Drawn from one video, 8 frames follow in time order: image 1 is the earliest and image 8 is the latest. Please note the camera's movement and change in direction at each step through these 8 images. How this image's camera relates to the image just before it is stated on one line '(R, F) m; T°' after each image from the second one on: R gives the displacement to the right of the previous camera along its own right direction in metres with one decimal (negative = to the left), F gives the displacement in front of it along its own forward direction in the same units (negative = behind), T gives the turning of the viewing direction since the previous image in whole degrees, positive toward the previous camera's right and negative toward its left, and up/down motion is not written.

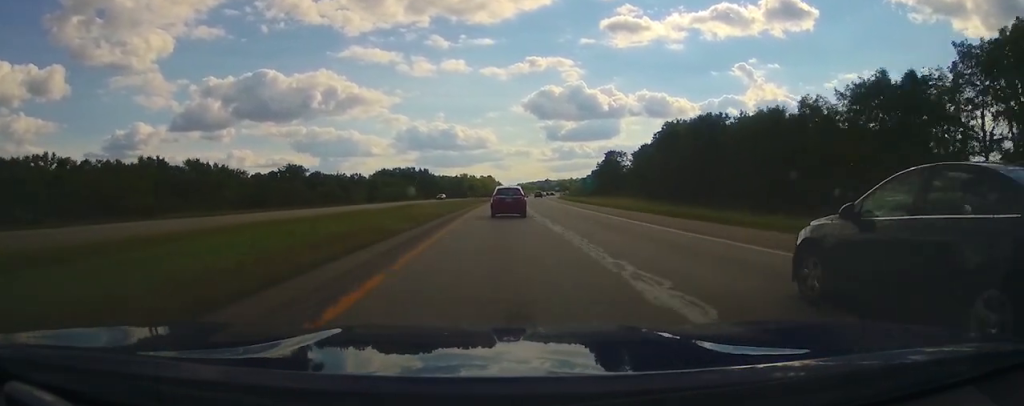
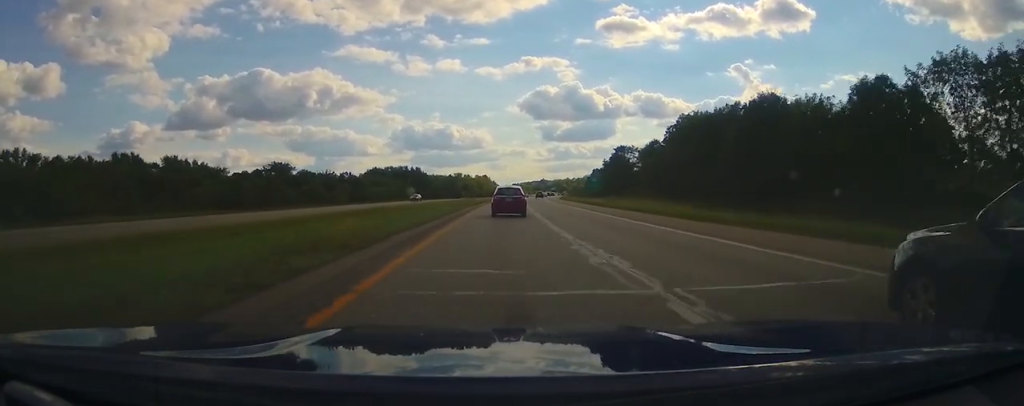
(-0.2, +14.5) m; +1°
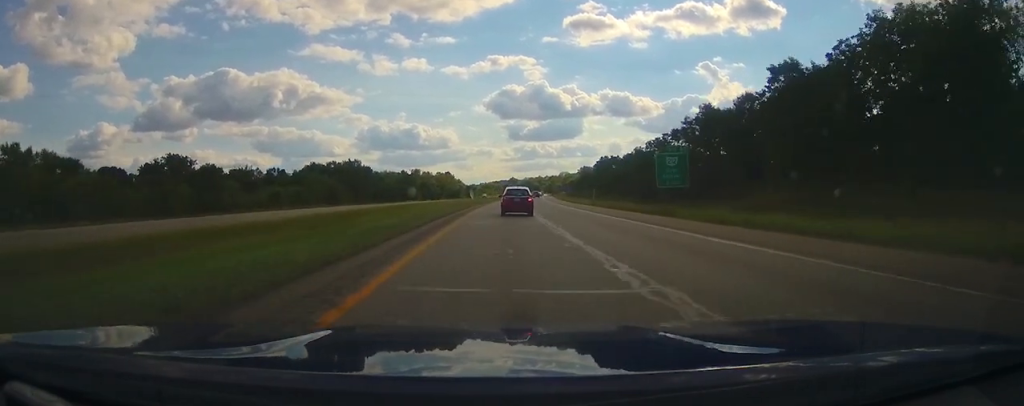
(+2.8, +74.1) m; +3°
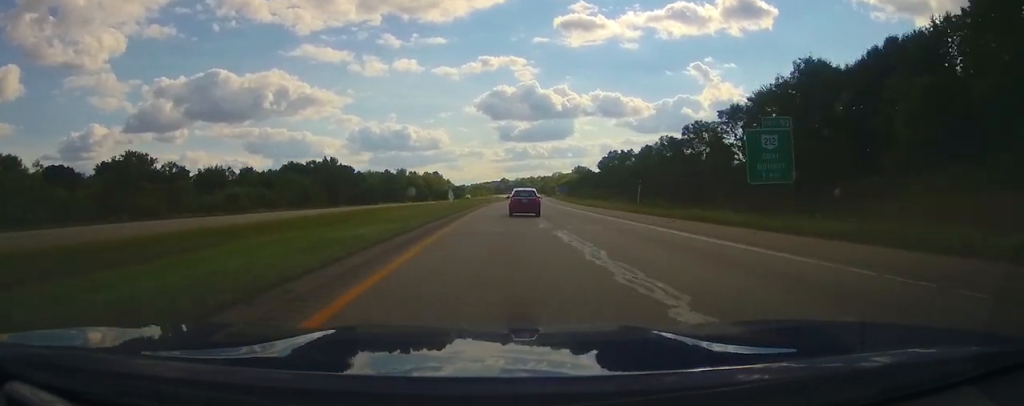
(+0.1, +22.7) m; +1°
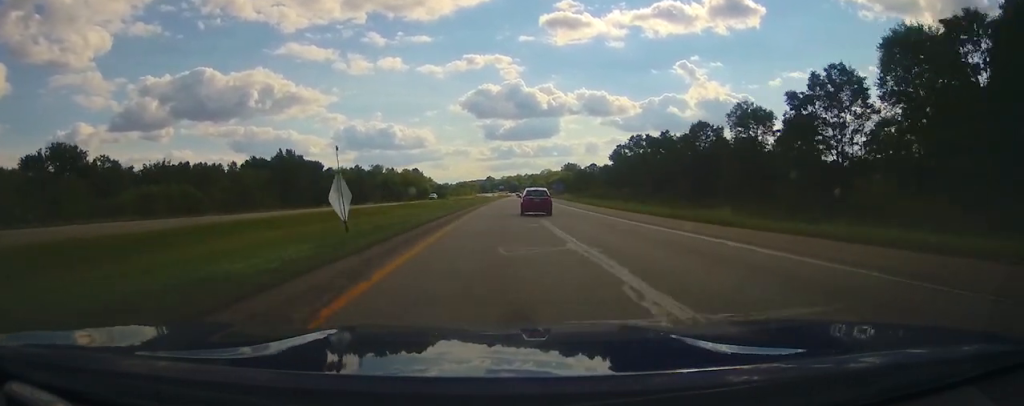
(+0.7, +33.4) m; +2°
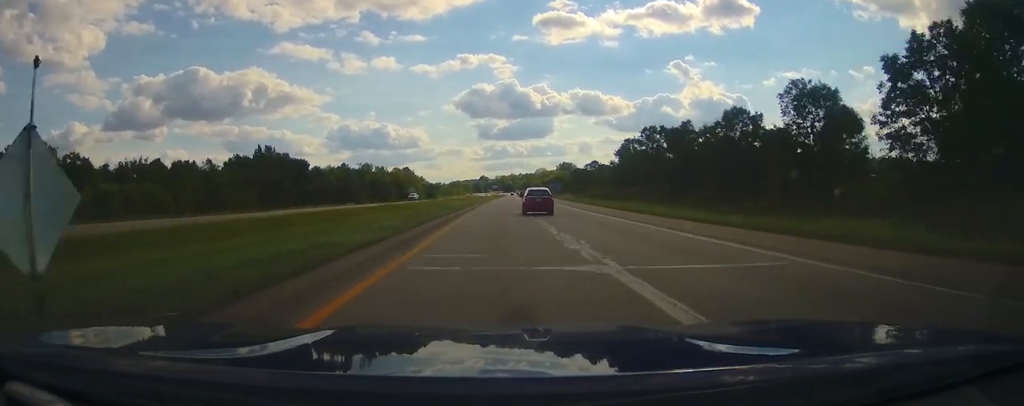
(+0.1, +12.5) m; +1°
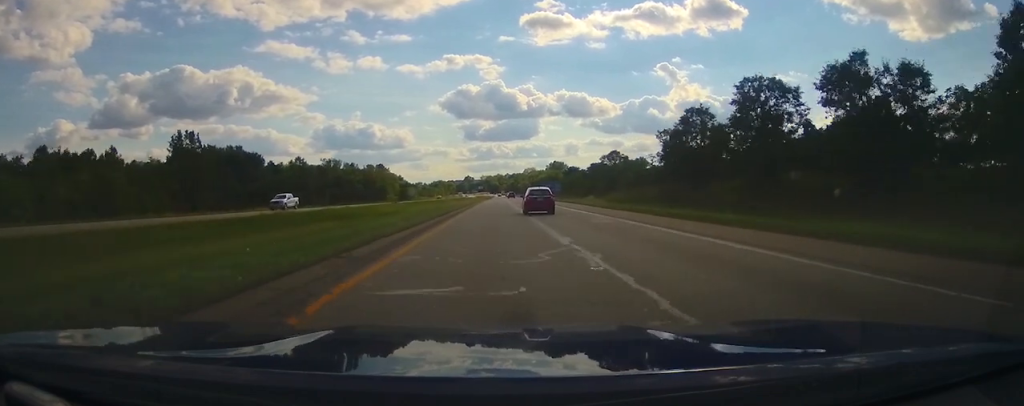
(+0.3, +40.6) m; +1°
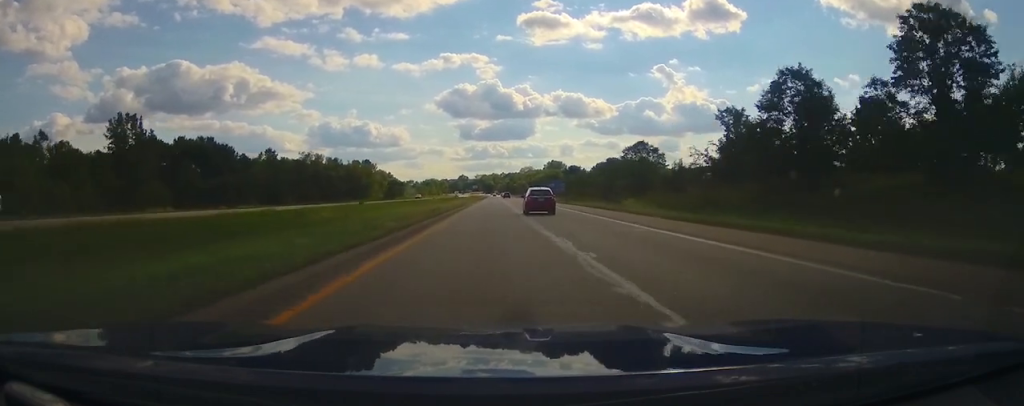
(+0.2, +23.5) m; 0°
